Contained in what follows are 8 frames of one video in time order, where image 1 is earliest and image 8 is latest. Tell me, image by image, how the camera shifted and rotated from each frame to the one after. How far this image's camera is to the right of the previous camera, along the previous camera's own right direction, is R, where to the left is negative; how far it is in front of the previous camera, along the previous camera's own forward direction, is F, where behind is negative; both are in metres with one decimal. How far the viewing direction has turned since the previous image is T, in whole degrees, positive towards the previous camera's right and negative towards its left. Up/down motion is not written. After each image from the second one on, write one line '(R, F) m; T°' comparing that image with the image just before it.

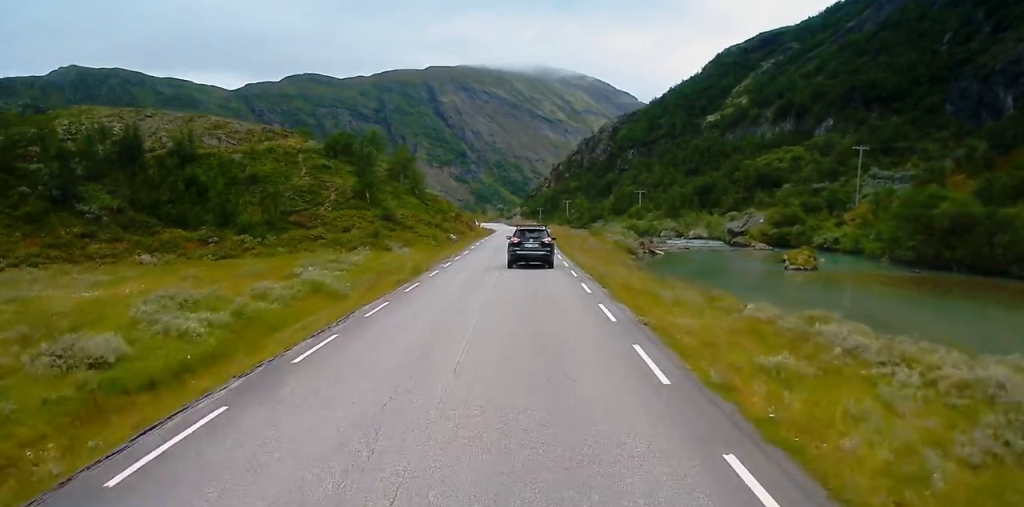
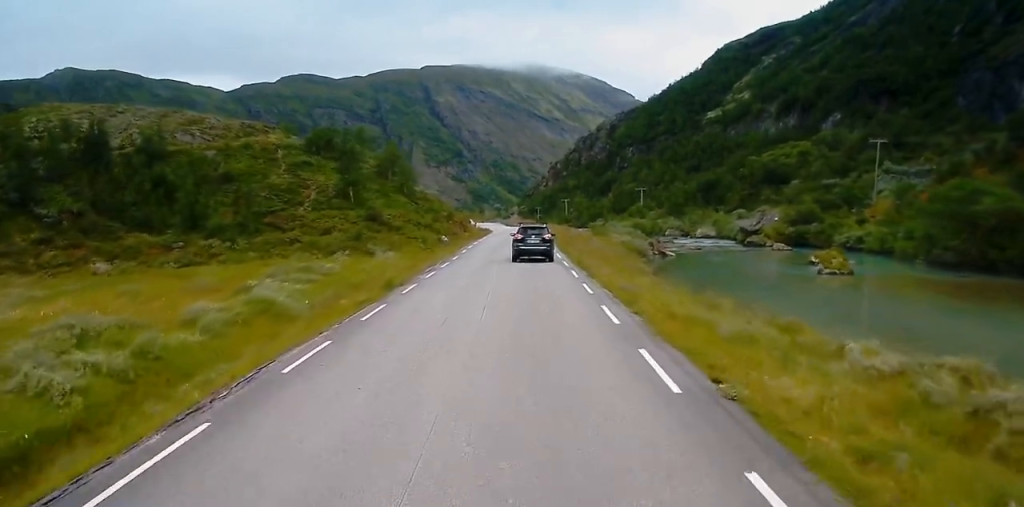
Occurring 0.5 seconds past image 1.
(+0.1, +6.7) m; +1°
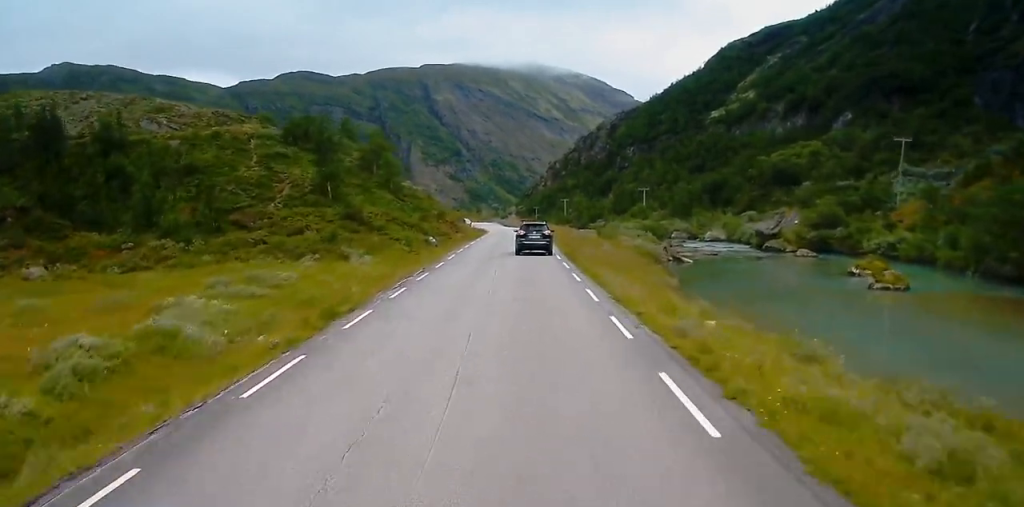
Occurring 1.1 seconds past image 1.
(0.0, +8.0) m; +1°
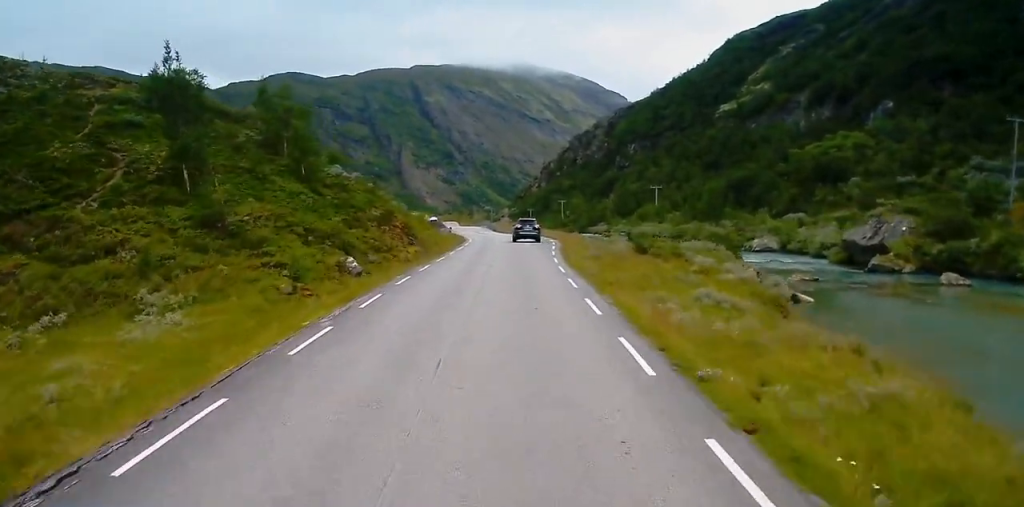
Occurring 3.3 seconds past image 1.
(0.0, +28.0) m; -1°
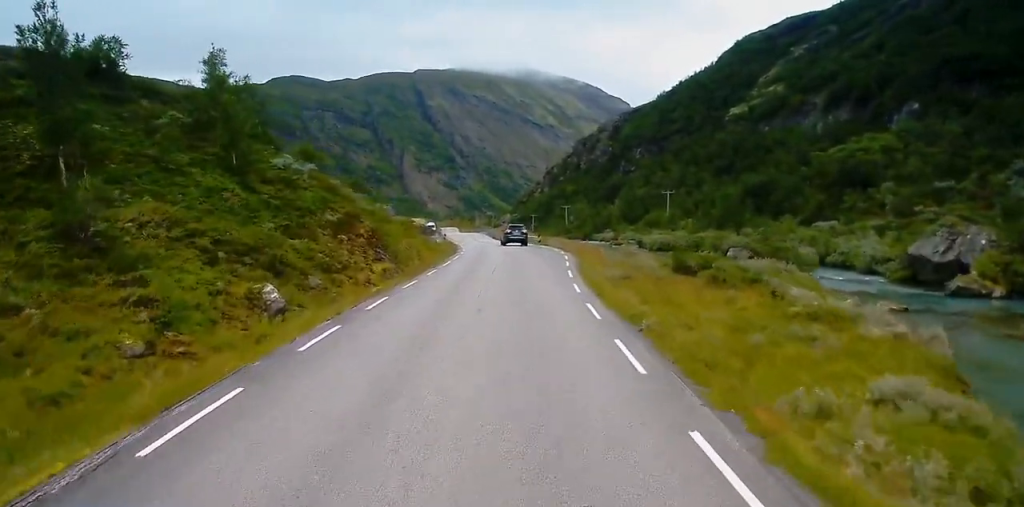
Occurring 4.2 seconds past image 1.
(-0.1, +12.1) m; 0°
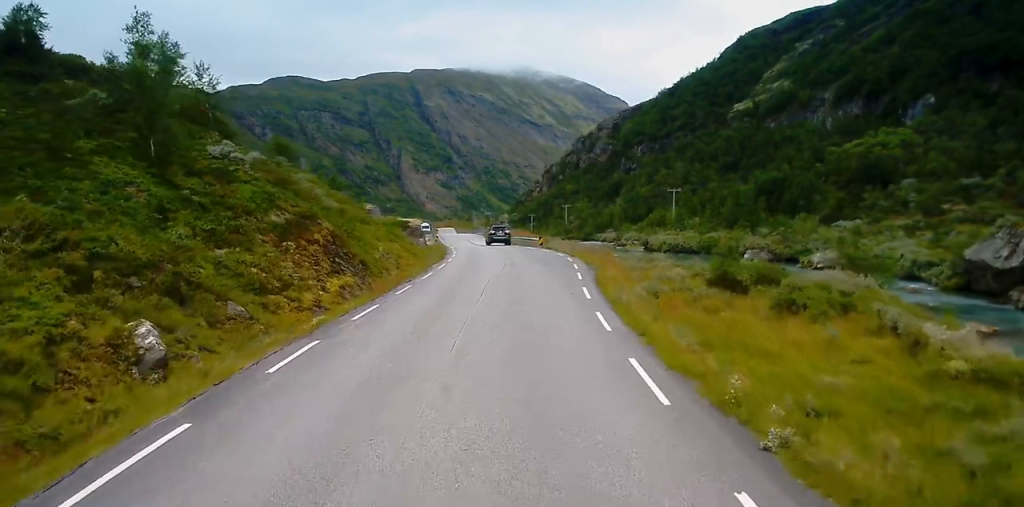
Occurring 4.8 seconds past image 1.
(0.0, +8.2) m; +1°
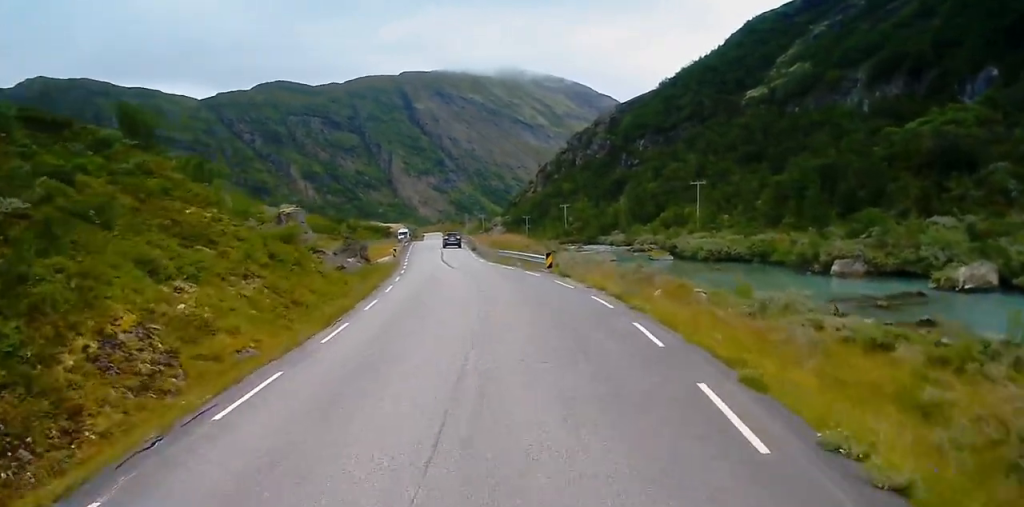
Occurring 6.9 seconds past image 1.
(+0.2, +27.1) m; -1°
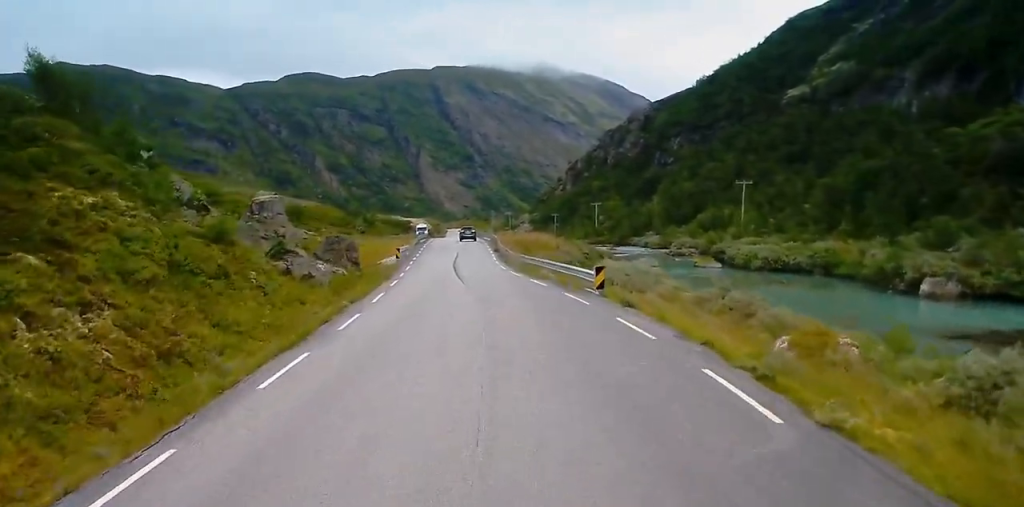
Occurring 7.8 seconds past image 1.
(0.0, +11.0) m; -2°
